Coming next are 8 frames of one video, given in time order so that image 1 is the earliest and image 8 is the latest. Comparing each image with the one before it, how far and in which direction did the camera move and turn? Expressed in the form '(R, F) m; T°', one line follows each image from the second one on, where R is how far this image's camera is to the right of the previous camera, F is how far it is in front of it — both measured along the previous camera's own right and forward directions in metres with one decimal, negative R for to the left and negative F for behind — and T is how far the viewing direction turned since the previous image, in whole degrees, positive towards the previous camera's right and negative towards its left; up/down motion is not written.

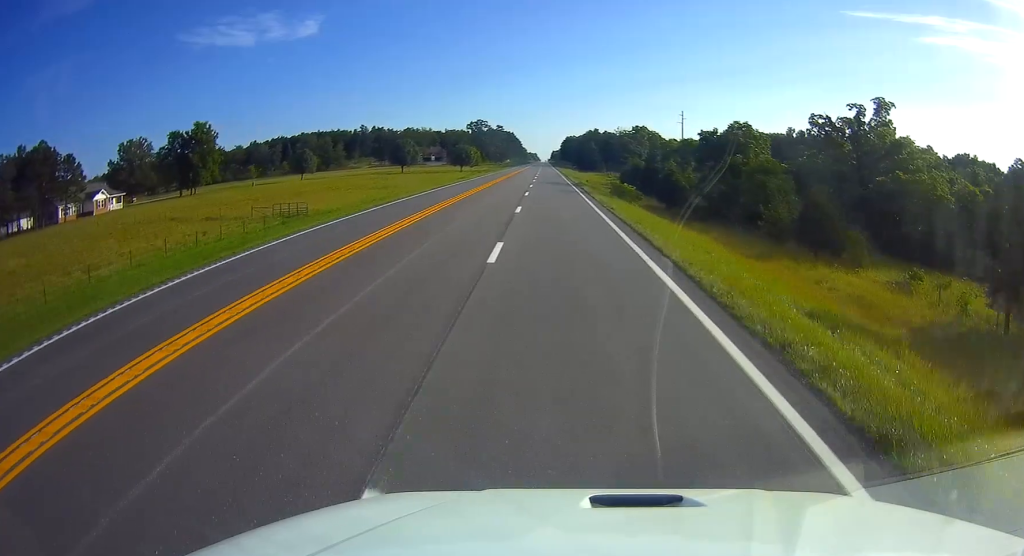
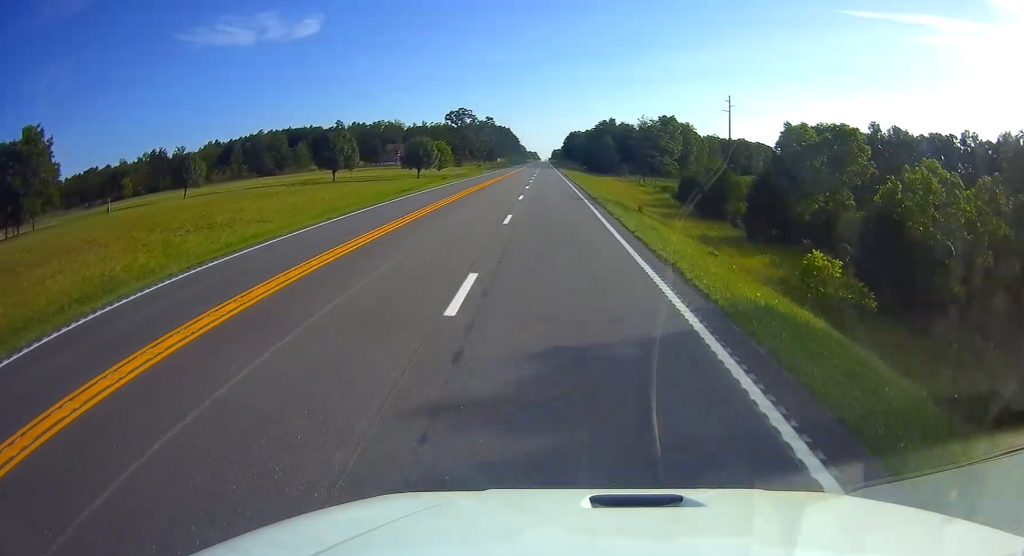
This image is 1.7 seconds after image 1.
(-0.1, +52.8) m; 0°
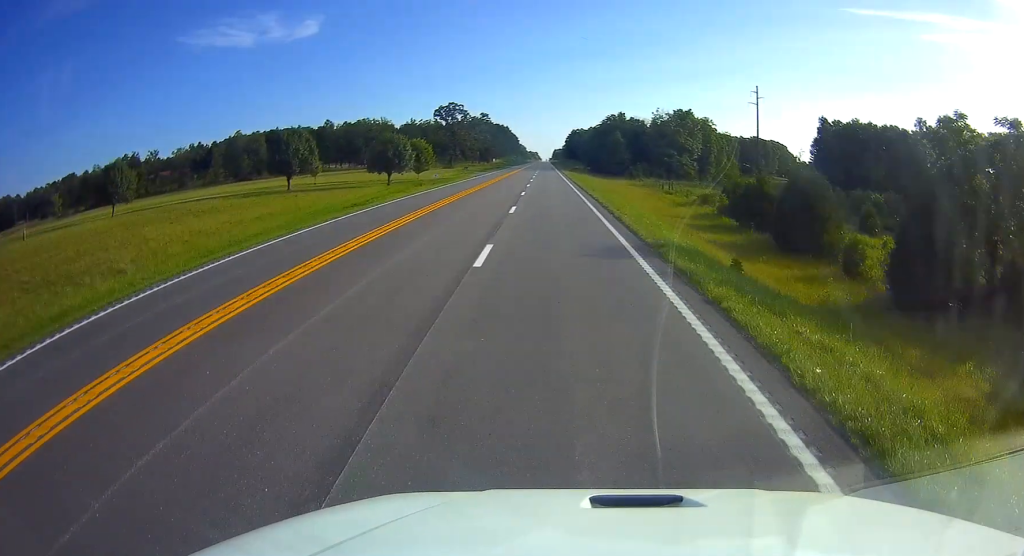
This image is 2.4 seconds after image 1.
(0.0, +20.4) m; 0°
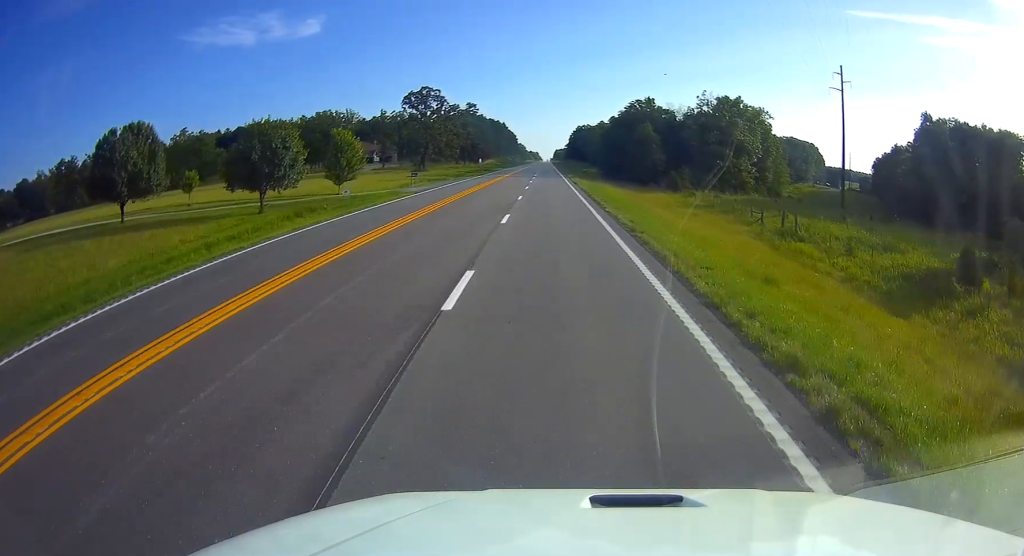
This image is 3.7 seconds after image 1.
(0.0, +39.7) m; 0°
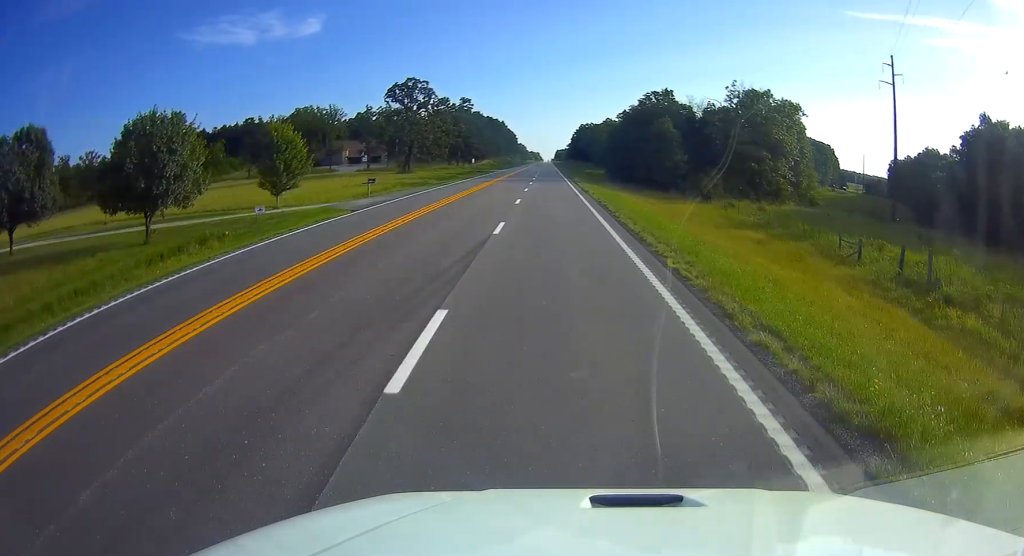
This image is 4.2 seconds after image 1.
(0.0, +15.3) m; 0°
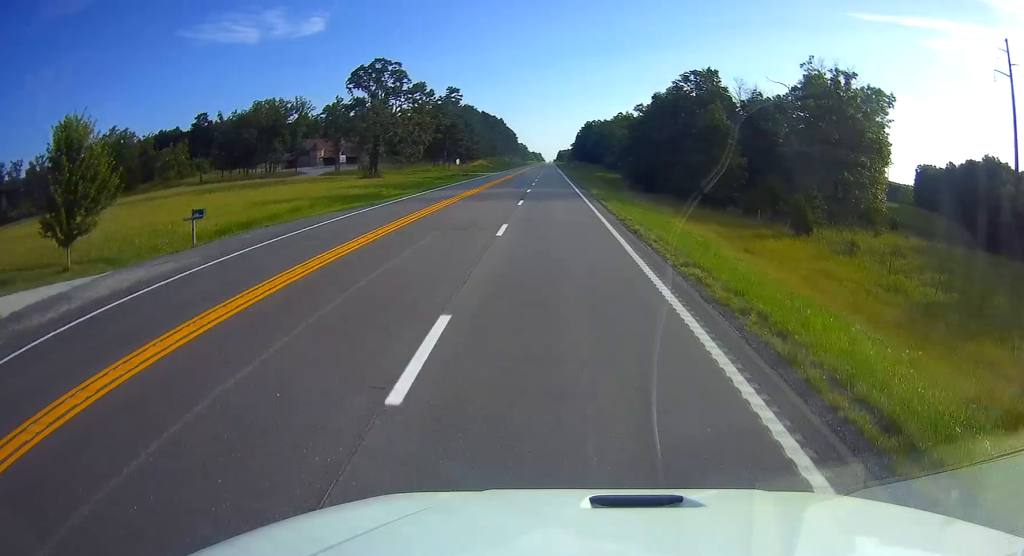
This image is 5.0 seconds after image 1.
(0.0, +24.4) m; 0°
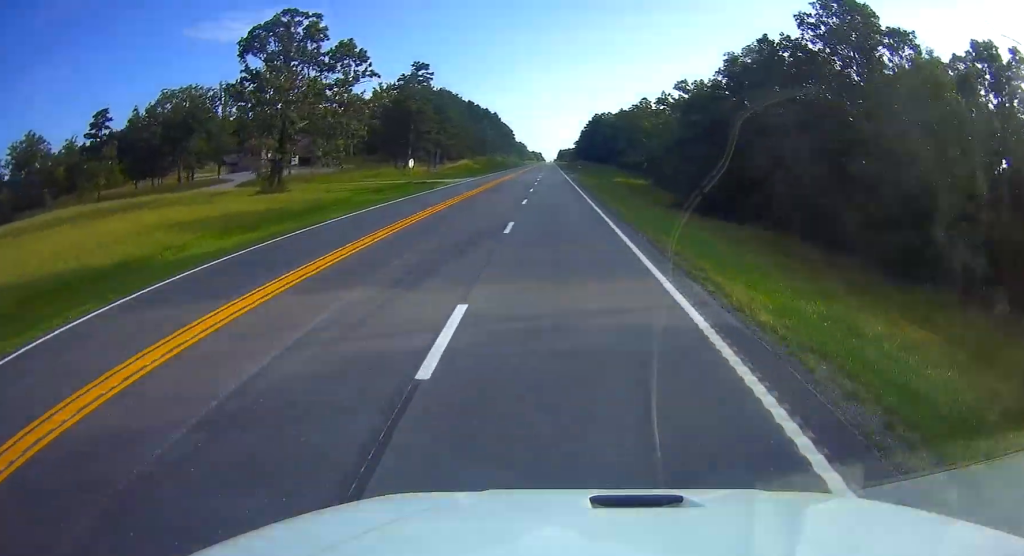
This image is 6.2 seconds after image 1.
(0.0, +35.6) m; -1°
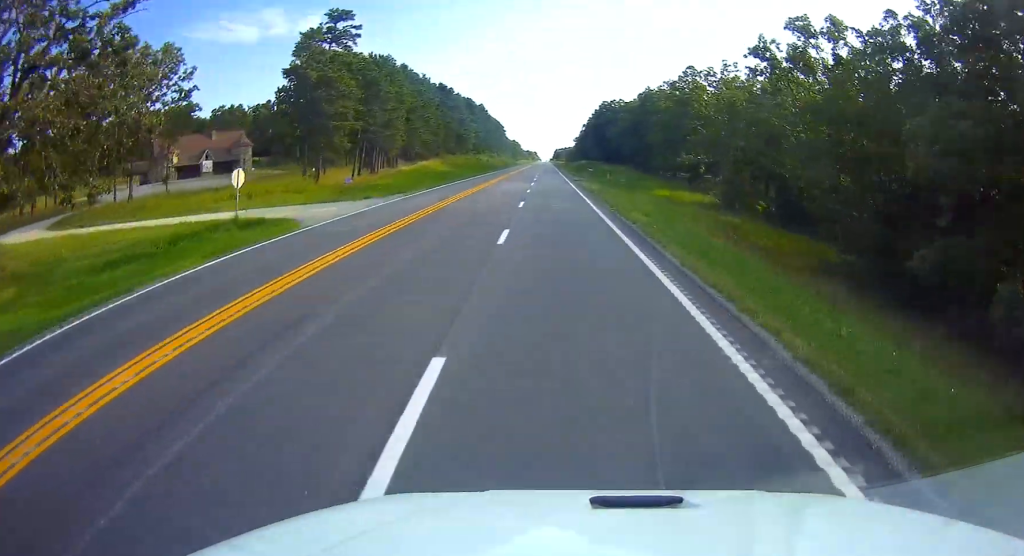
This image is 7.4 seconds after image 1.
(-0.6, +38.5) m; 0°
